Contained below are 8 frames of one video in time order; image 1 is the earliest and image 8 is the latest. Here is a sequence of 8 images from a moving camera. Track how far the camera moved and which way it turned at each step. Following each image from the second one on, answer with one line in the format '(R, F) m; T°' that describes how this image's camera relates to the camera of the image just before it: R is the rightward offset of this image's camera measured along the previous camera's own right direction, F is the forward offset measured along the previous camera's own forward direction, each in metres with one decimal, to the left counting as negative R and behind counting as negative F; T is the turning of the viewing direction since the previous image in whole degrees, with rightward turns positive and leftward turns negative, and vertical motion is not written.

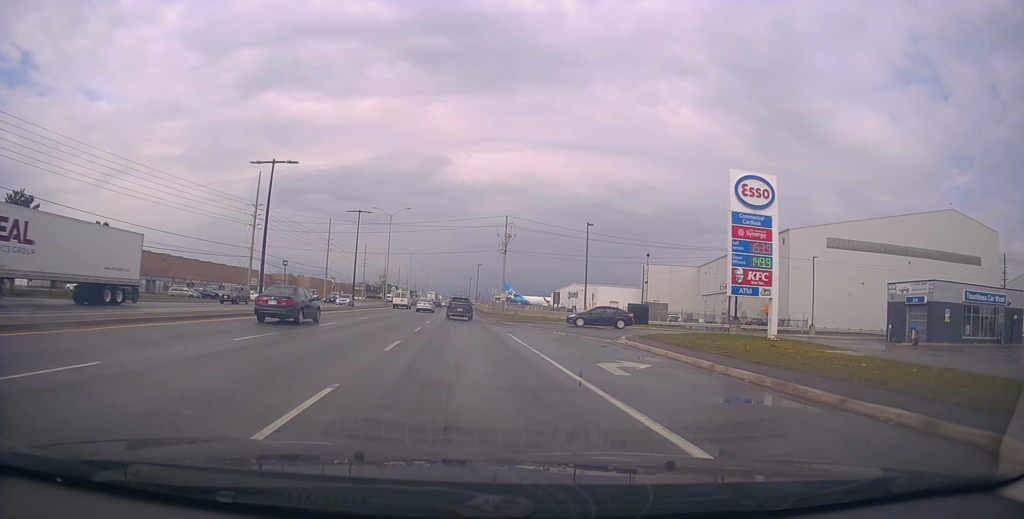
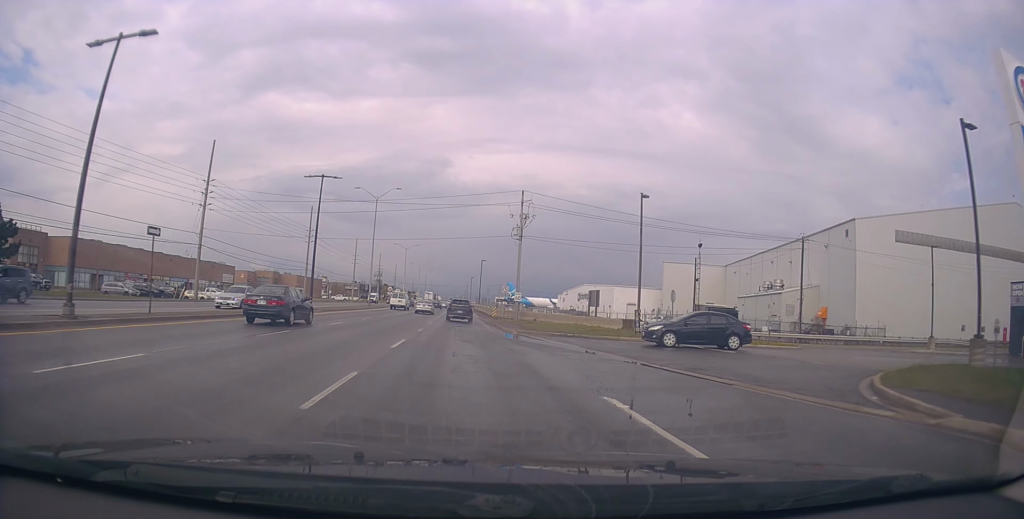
(-0.4, +16.1) m; +1°
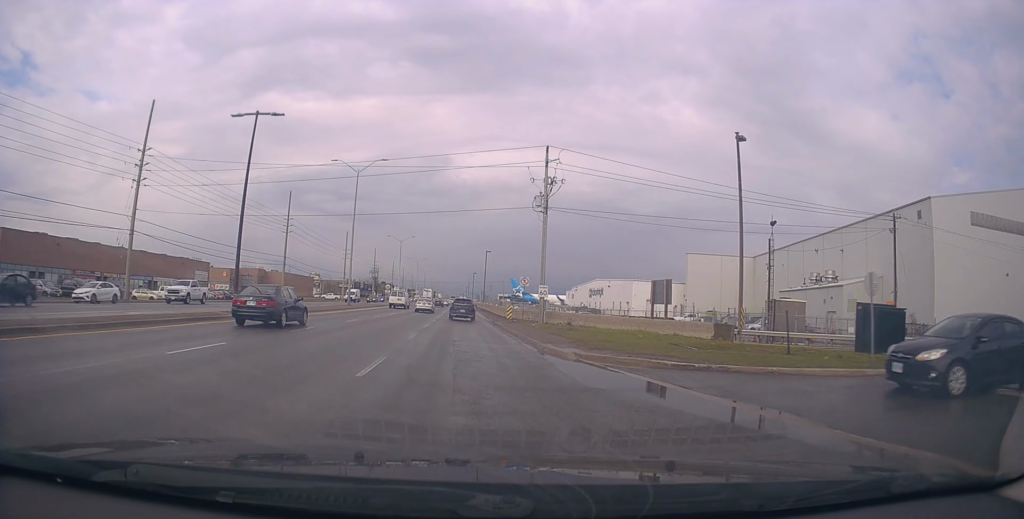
(+0.5, +13.9) m; +1°
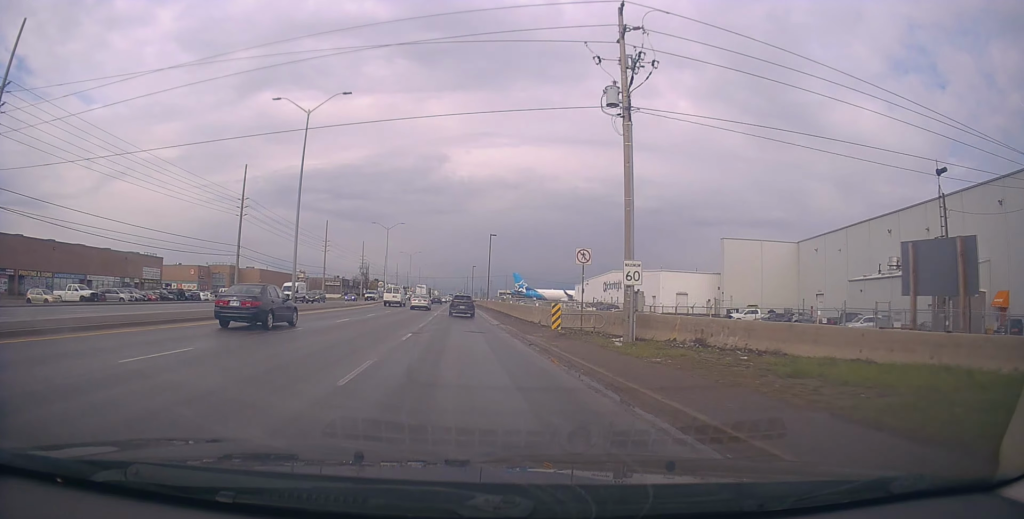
(-0.3, +18.4) m; -2°
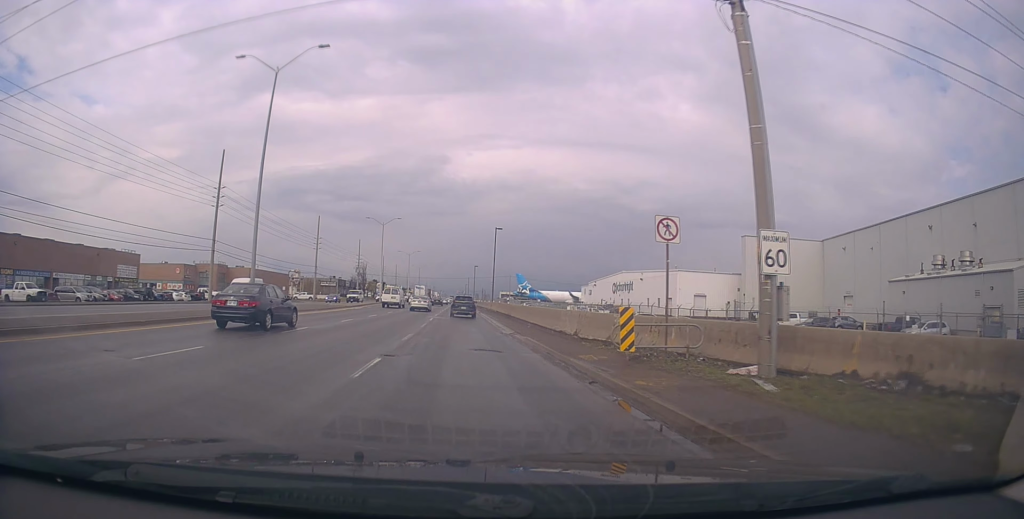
(0.0, +8.1) m; 0°
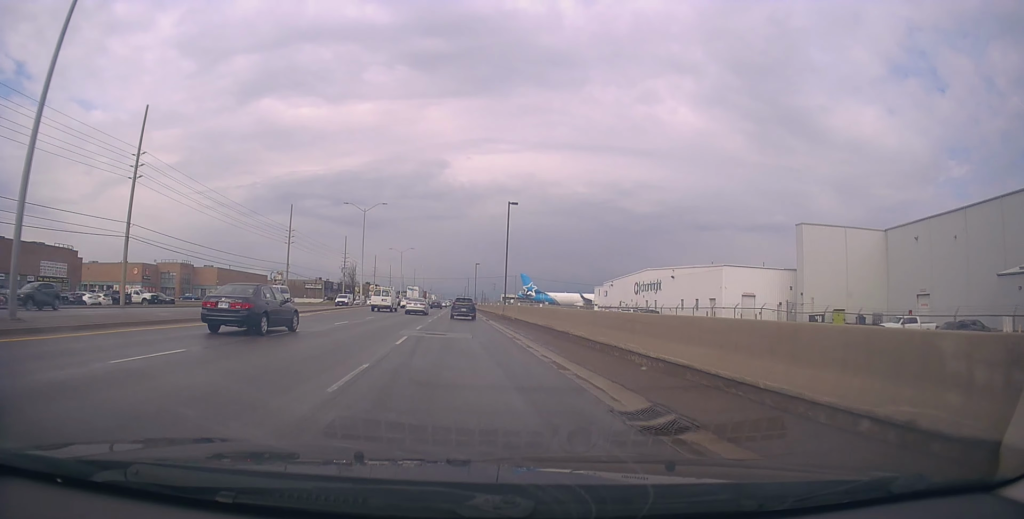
(0.0, +18.2) m; +1°
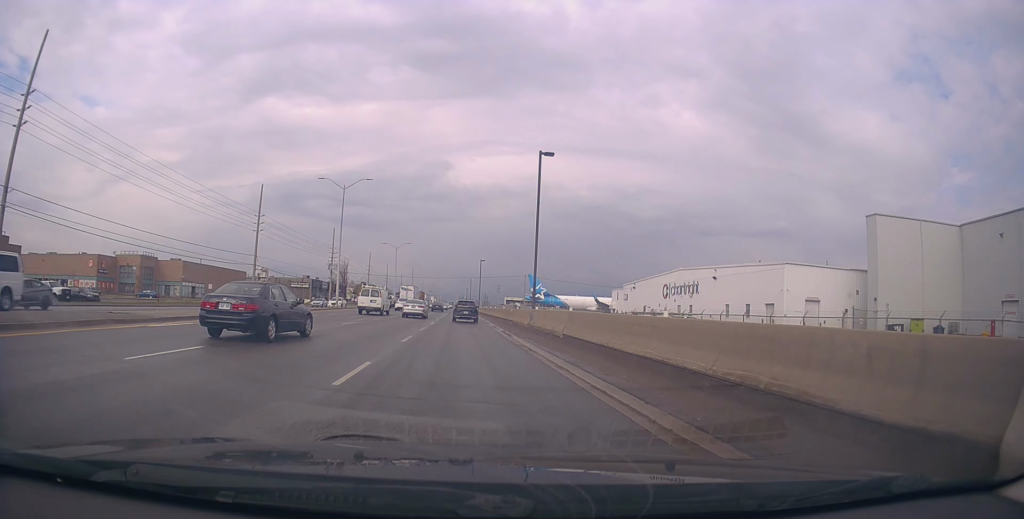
(0.0, +16.4) m; -1°
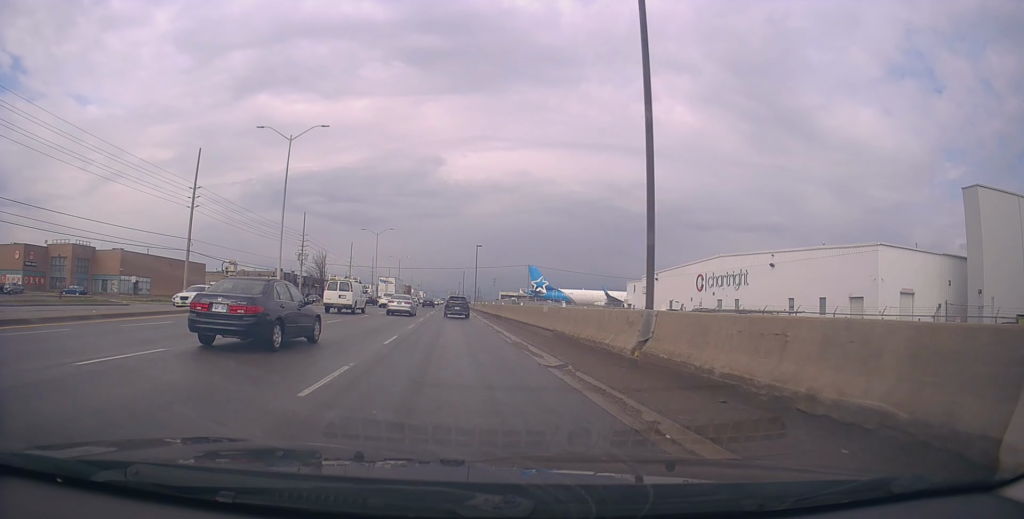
(-0.1, +18.7) m; +3°
